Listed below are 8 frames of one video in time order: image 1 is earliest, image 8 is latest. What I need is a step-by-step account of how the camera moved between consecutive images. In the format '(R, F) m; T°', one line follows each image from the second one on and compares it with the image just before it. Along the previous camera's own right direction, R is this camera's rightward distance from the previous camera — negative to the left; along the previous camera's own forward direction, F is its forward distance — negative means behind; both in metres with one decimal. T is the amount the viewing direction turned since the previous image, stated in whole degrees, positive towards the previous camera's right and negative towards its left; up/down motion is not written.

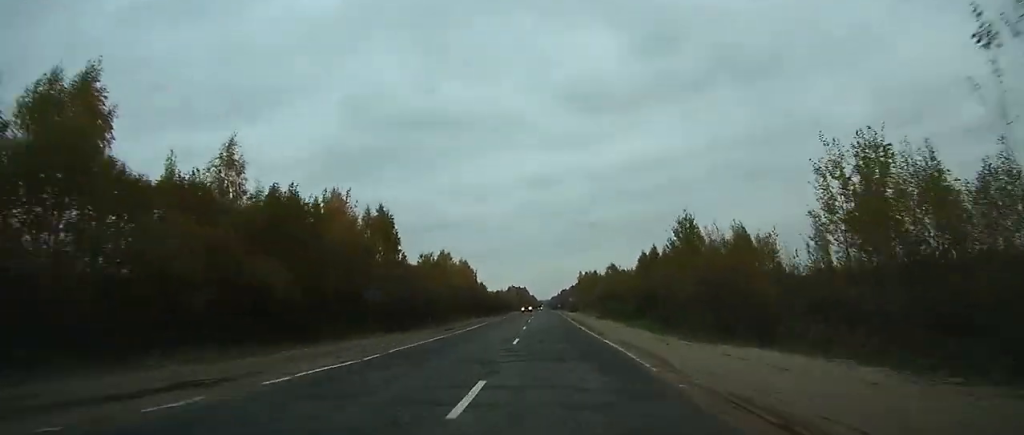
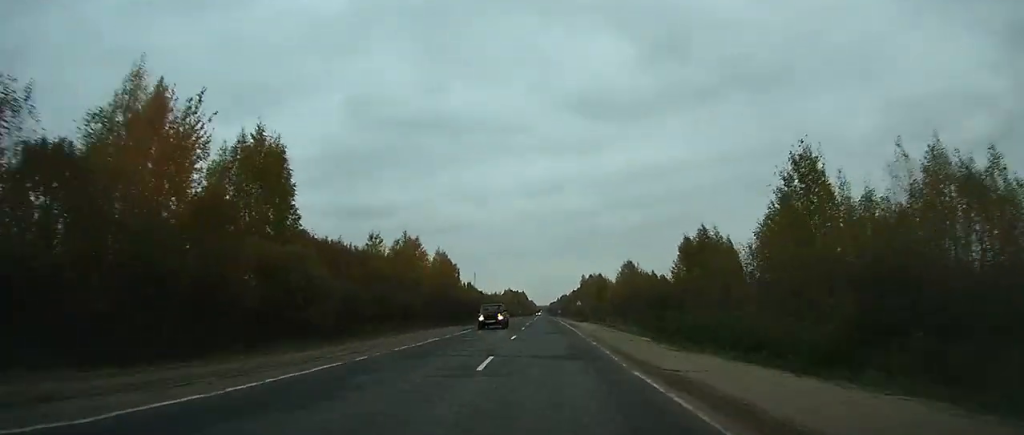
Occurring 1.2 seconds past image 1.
(+0.1, +30.5) m; 0°
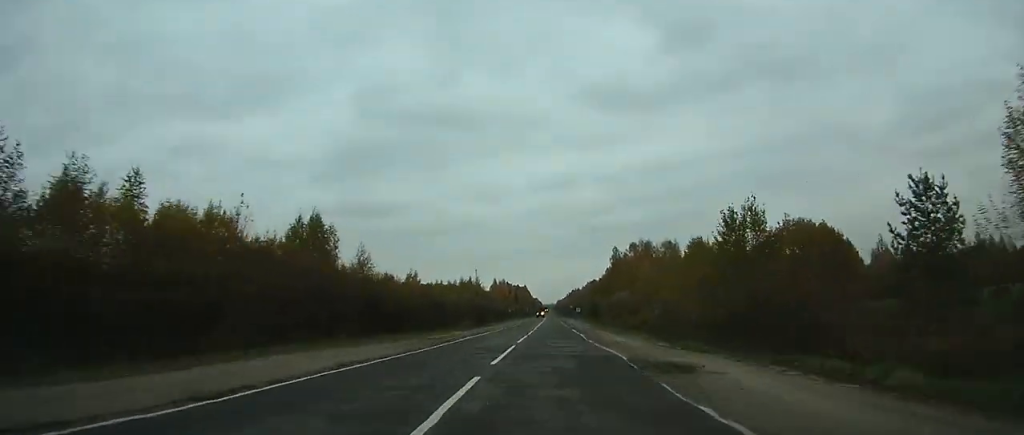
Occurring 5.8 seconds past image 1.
(-0.2, +118.6) m; 0°
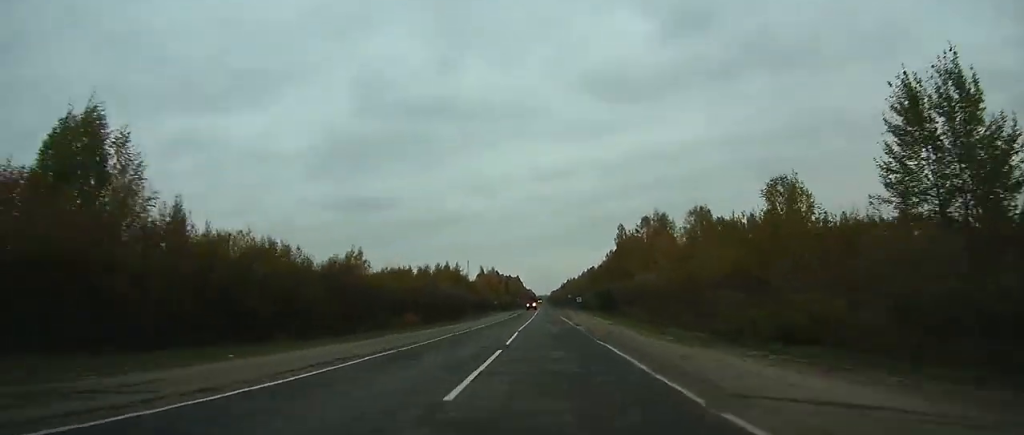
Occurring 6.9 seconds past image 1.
(0.0, +30.9) m; 0°
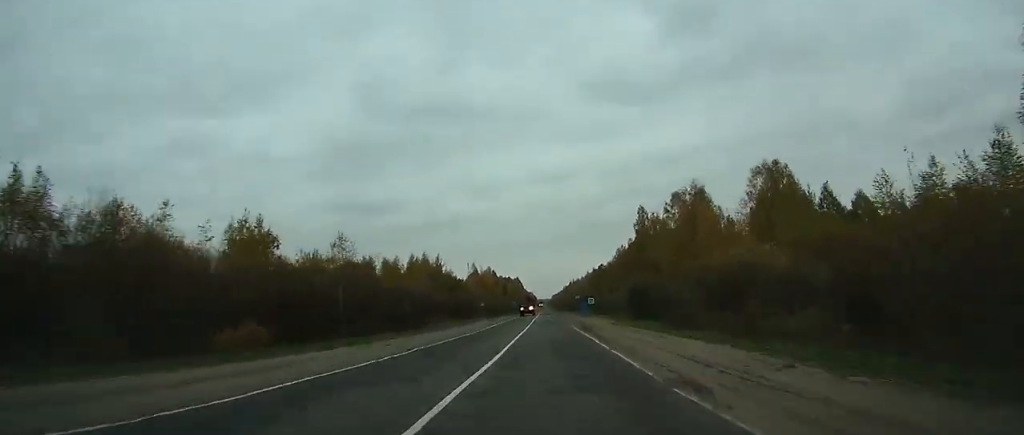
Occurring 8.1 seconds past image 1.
(+0.1, +30.9) m; 0°
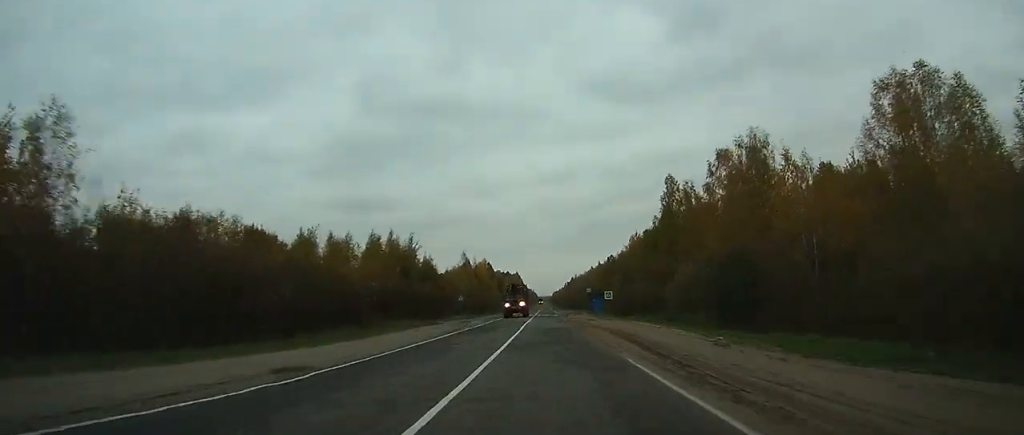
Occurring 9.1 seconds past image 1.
(0.0, +26.6) m; 0°
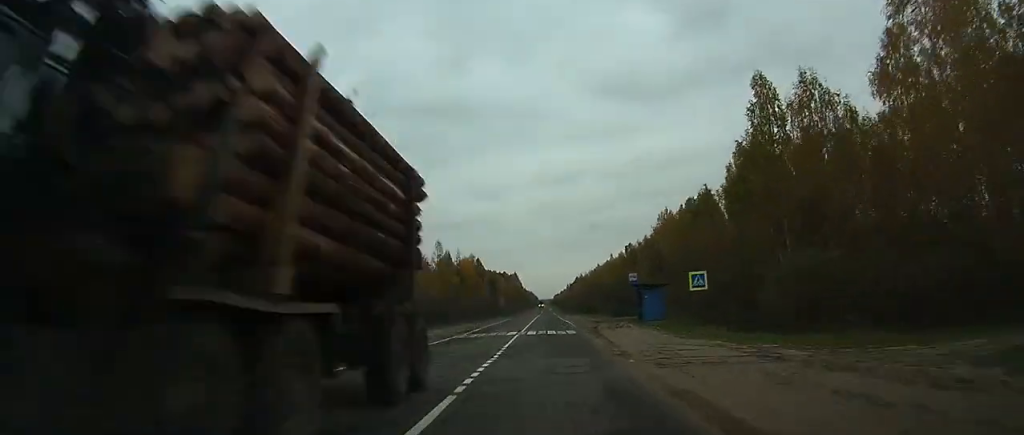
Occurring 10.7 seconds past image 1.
(0.0, +41.7) m; 0°
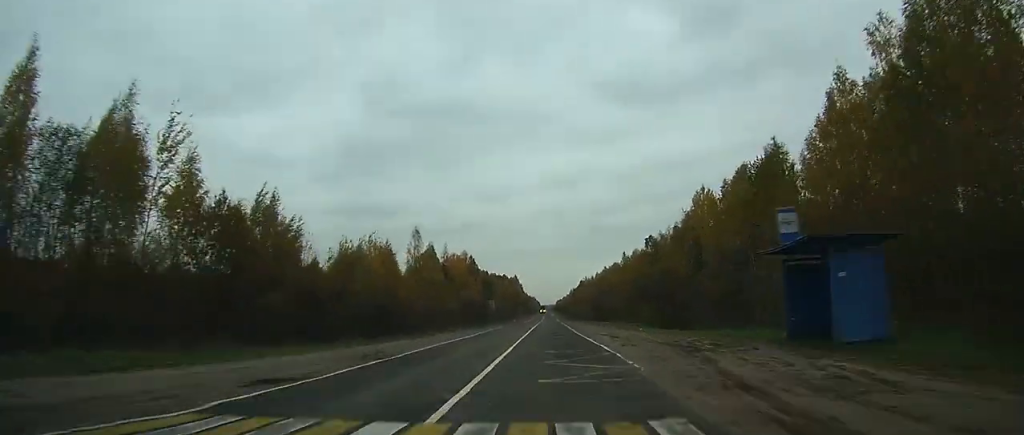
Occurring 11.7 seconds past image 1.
(0.0, +25.3) m; 0°
